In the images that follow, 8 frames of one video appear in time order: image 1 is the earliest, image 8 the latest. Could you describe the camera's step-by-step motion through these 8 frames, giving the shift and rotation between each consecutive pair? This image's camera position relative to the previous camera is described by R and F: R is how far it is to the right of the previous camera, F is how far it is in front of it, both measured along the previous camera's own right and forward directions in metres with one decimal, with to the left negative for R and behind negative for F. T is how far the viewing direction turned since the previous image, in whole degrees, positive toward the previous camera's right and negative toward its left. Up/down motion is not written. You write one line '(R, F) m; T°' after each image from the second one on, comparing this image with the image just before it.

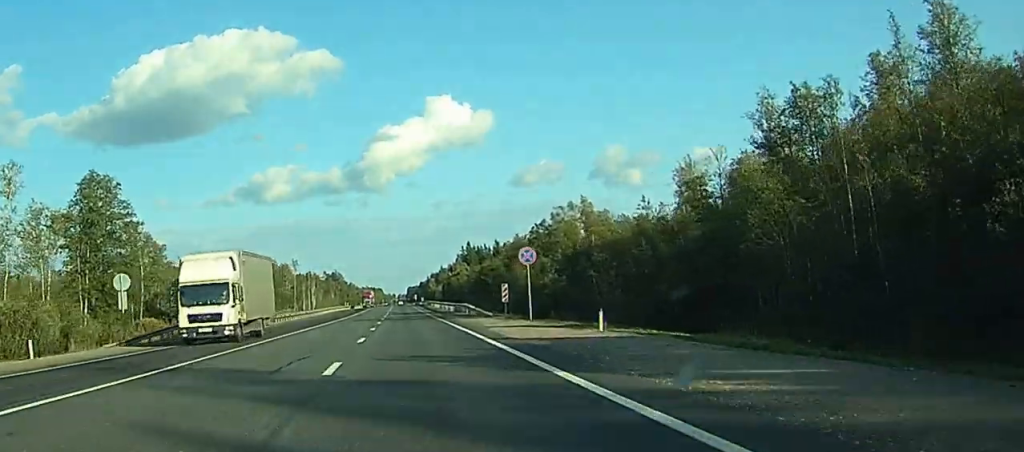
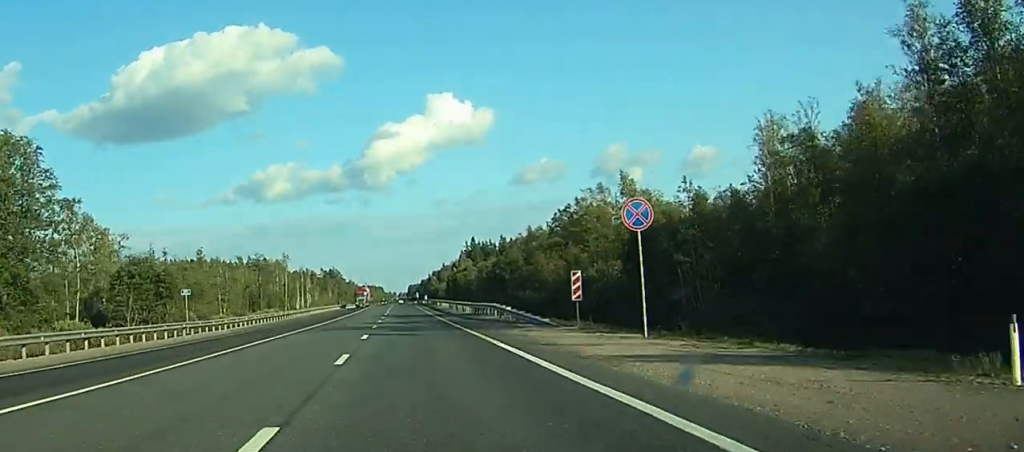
(0.0, +21.6) m; -1°
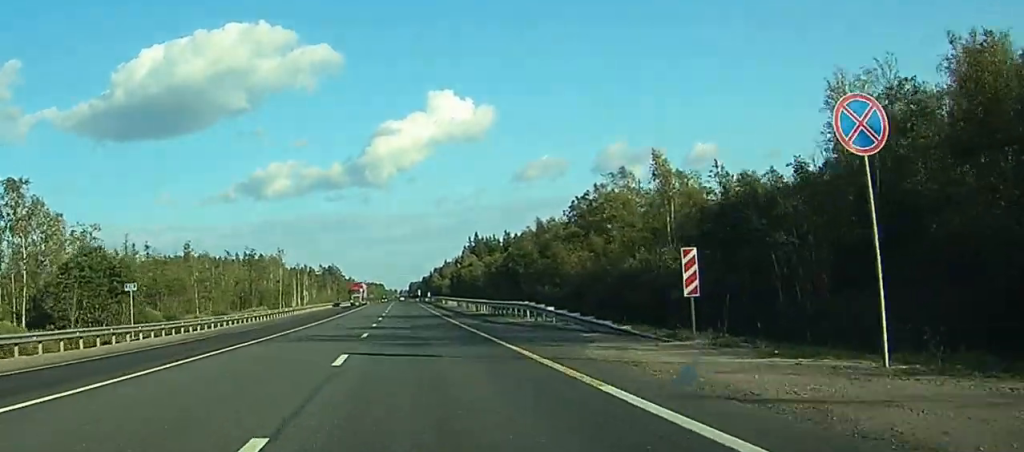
(-0.1, +12.7) m; 0°
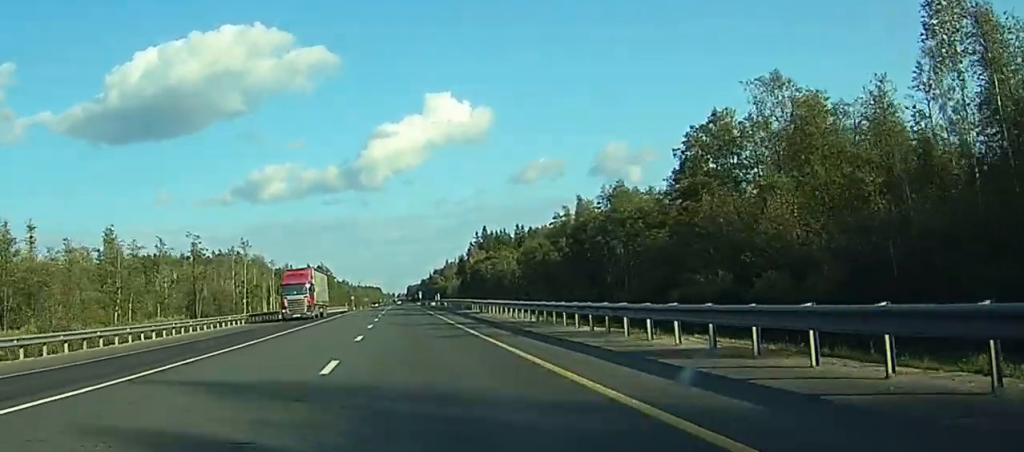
(-0.2, +49.5) m; 0°
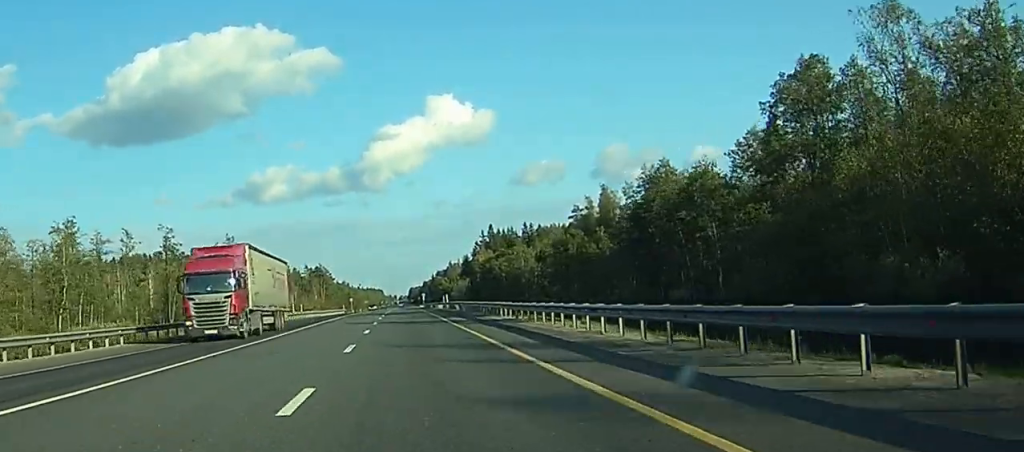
(0.0, +17.4) m; 0°
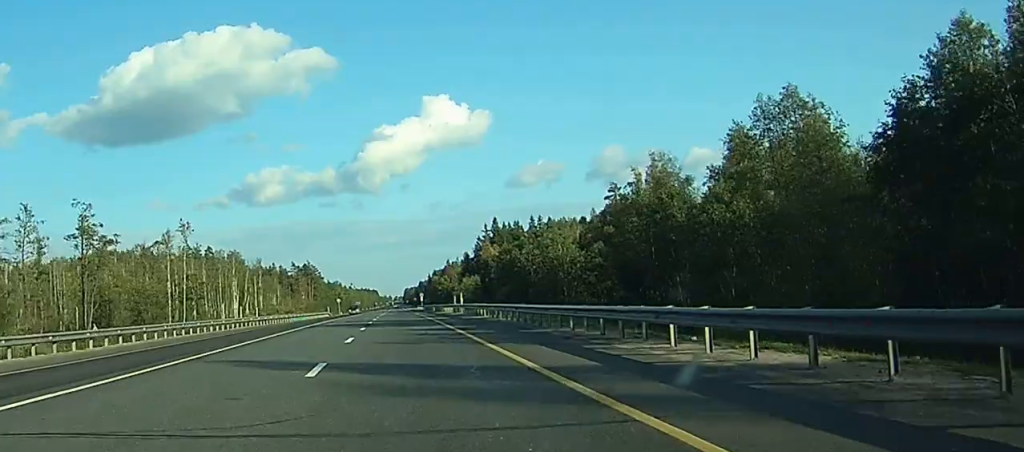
(0.0, +30.7) m; 0°
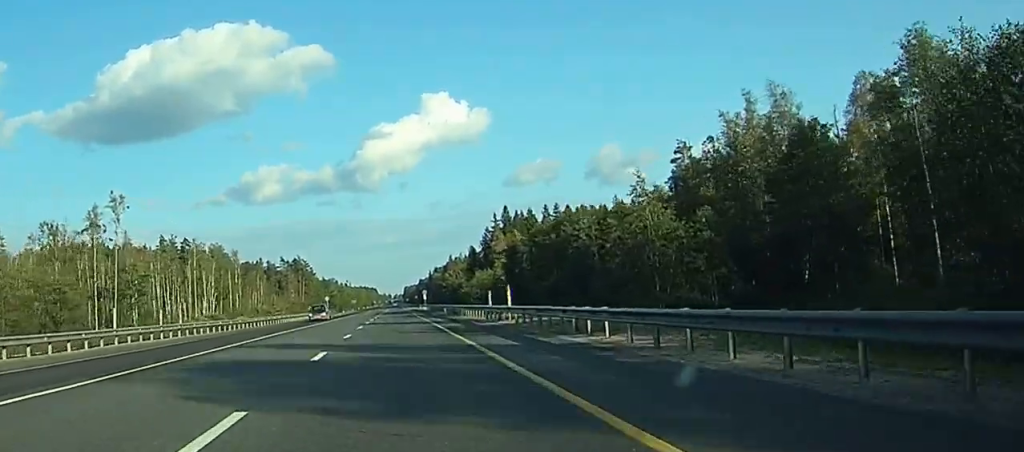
(0.0, +31.5) m; +1°
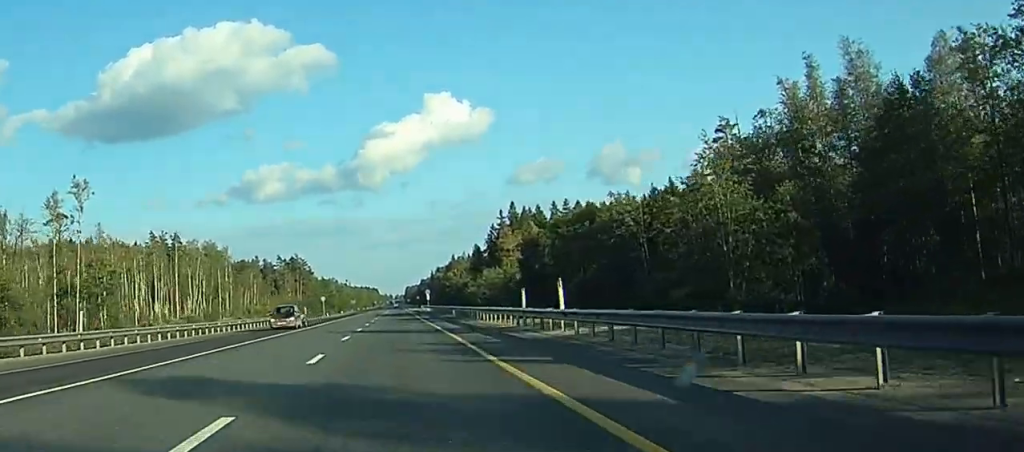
(+0.1, +12.4) m; 0°
